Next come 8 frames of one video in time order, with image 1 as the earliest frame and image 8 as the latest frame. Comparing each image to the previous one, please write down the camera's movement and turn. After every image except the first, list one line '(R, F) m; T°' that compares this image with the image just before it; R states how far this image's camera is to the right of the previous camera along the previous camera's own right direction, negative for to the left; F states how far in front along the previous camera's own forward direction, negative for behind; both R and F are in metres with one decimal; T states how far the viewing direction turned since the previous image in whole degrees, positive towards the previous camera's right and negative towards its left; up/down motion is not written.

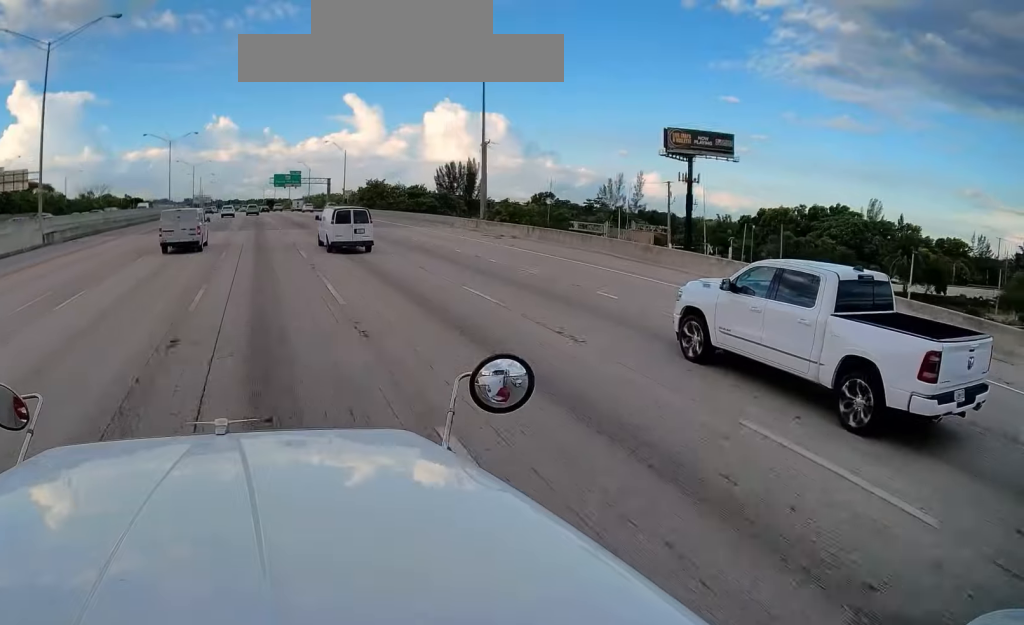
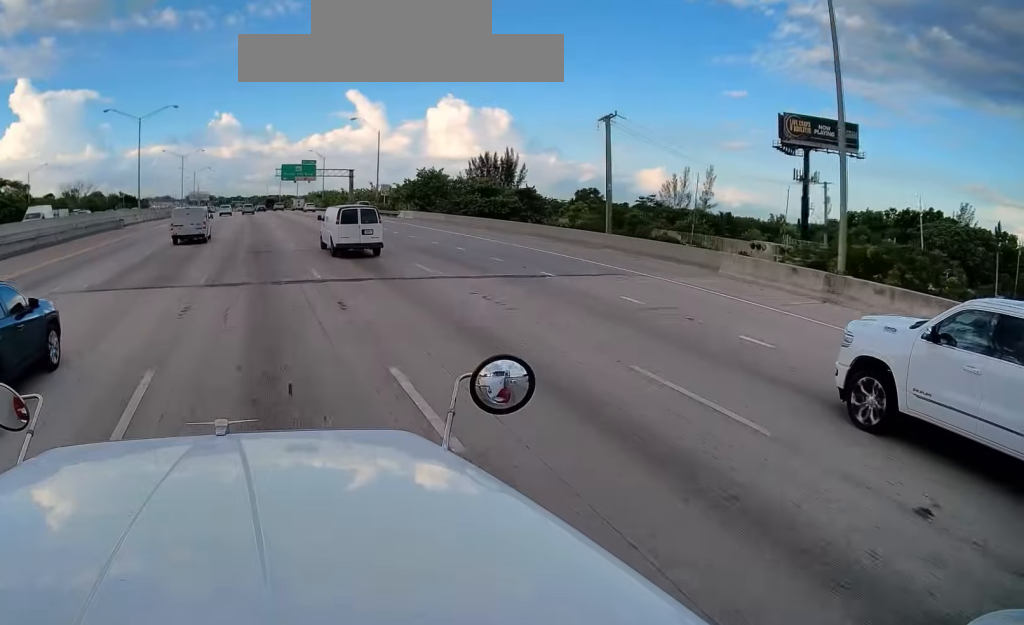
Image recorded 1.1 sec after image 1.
(-0.3, +33.0) m; -1°
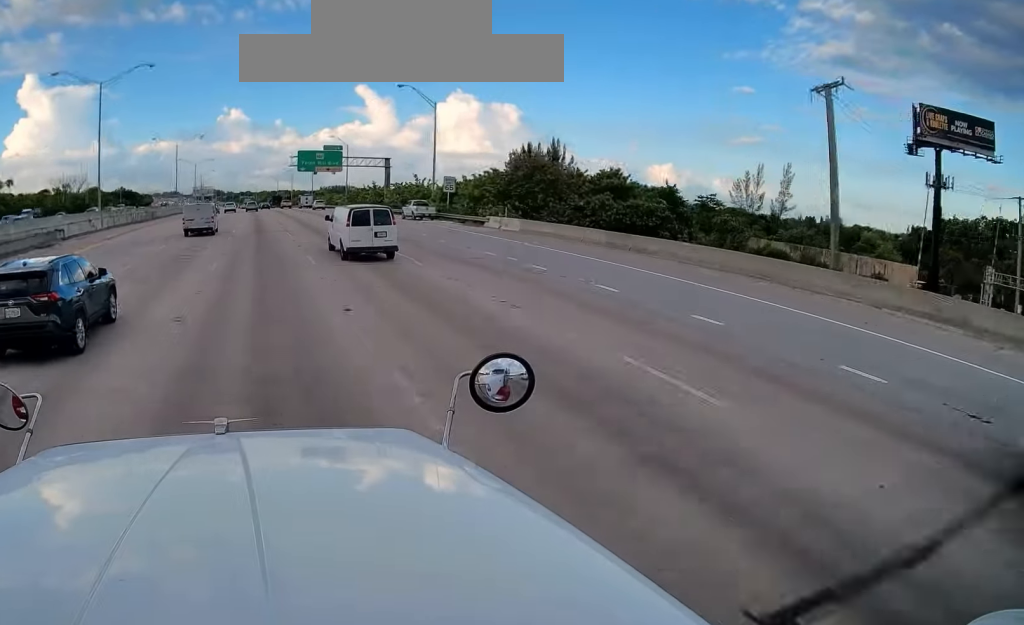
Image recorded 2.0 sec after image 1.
(0.0, +27.8) m; -1°
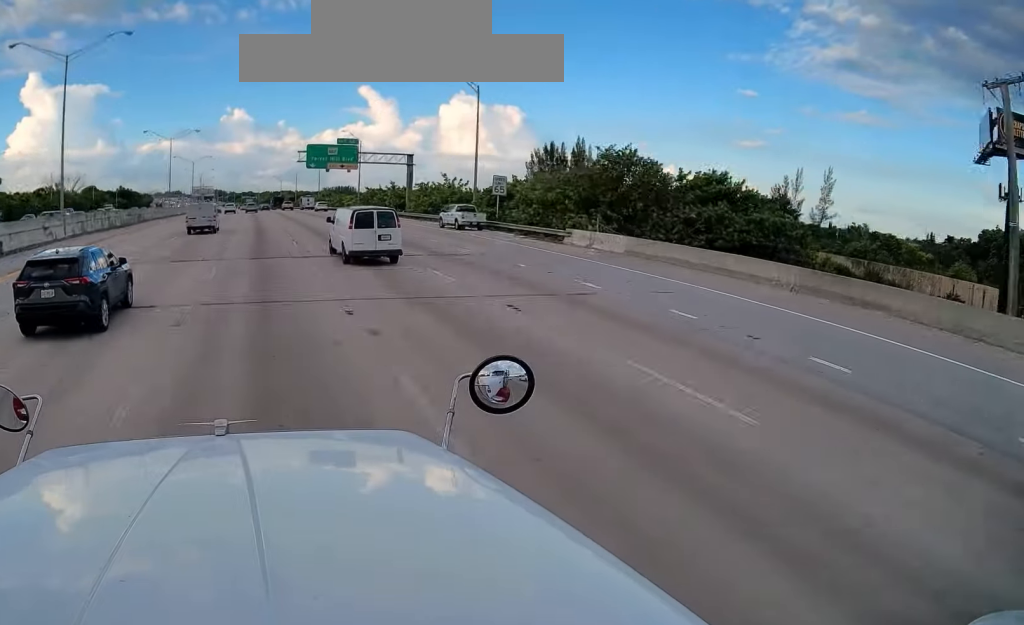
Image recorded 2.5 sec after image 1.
(+0.2, +12.9) m; 0°
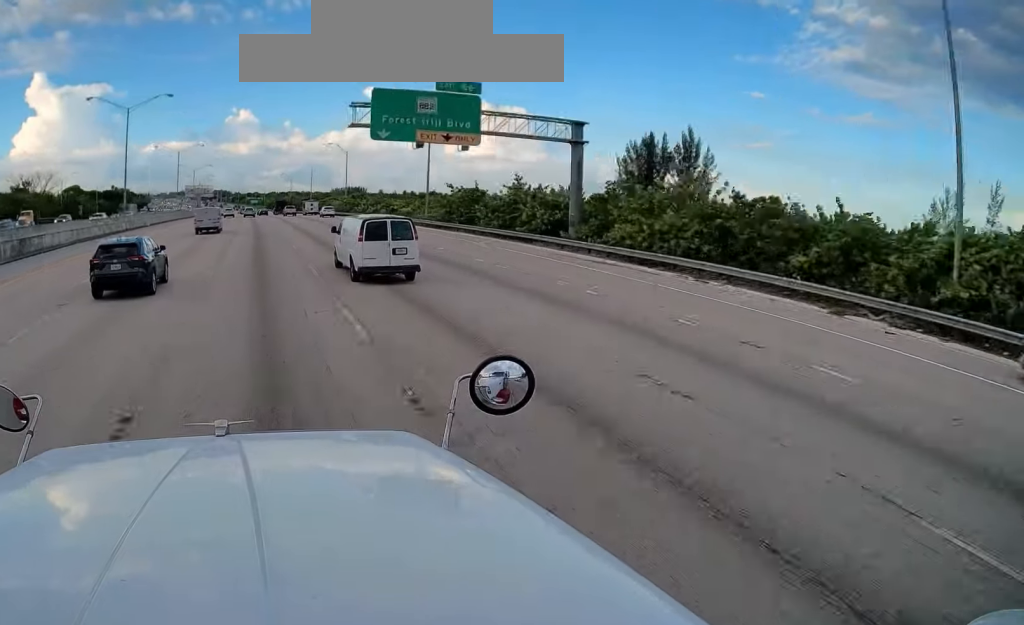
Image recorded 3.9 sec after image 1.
(-0.7, +43.8) m; -1°
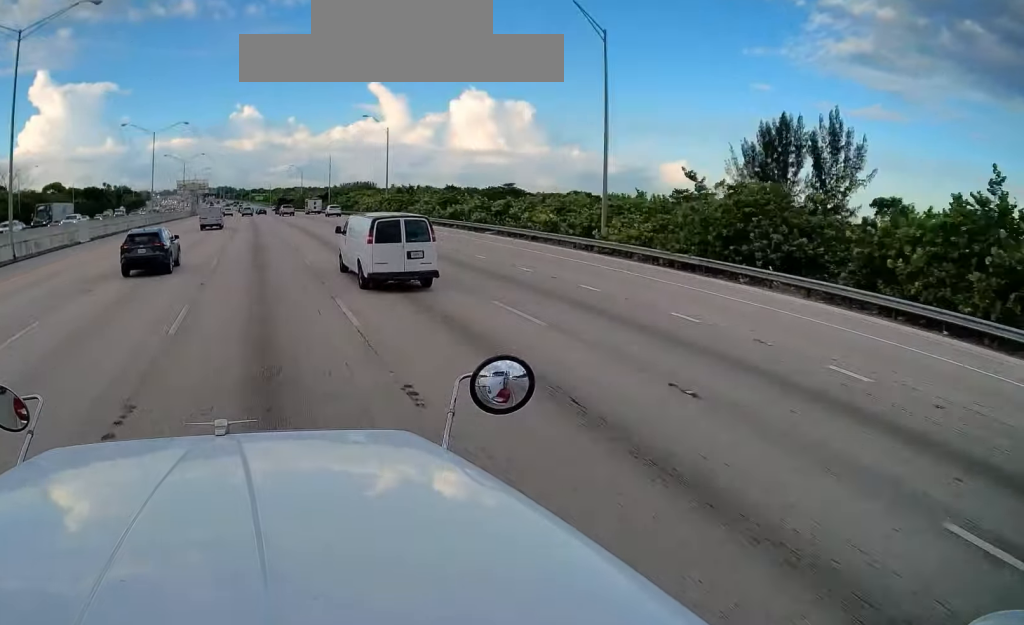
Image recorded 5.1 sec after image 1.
(-0.1, +36.0) m; -1°
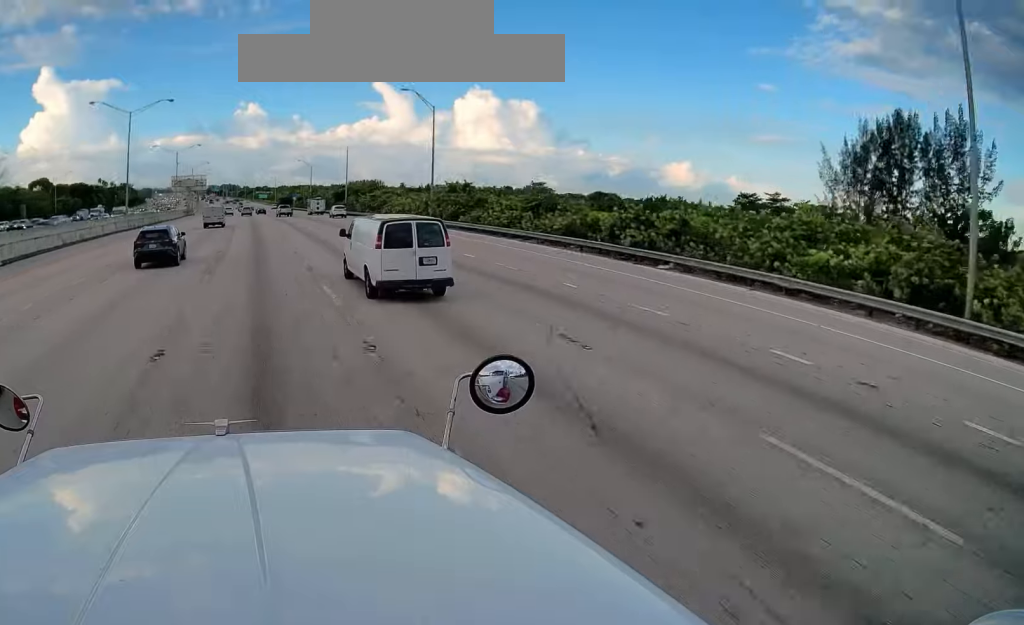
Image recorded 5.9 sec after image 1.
(-0.1, +22.1) m; -1°
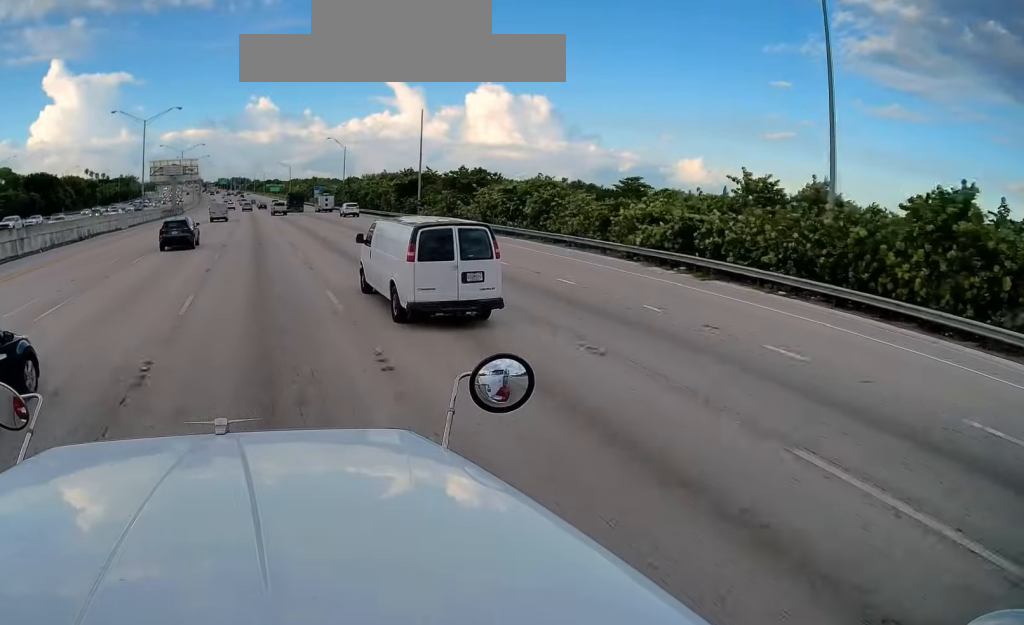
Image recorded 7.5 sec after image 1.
(-0.5, +50.5) m; -1°
